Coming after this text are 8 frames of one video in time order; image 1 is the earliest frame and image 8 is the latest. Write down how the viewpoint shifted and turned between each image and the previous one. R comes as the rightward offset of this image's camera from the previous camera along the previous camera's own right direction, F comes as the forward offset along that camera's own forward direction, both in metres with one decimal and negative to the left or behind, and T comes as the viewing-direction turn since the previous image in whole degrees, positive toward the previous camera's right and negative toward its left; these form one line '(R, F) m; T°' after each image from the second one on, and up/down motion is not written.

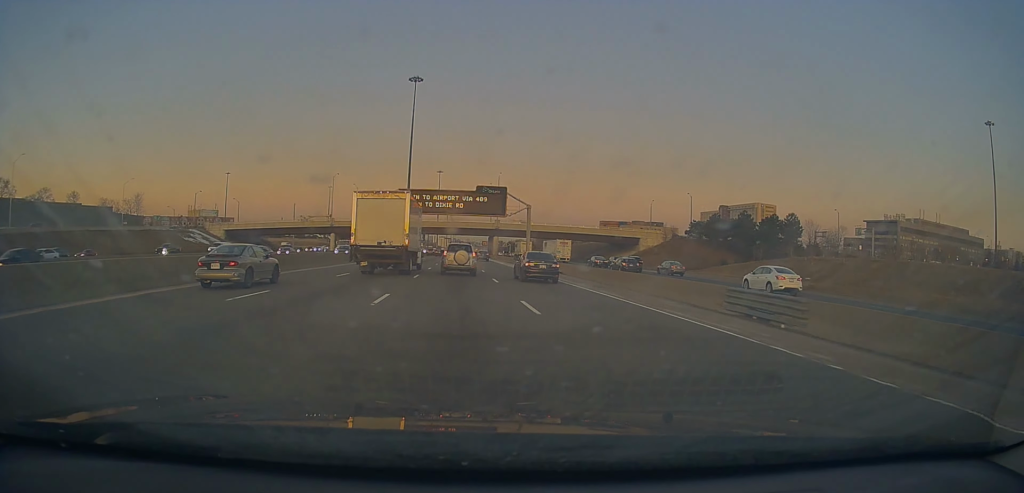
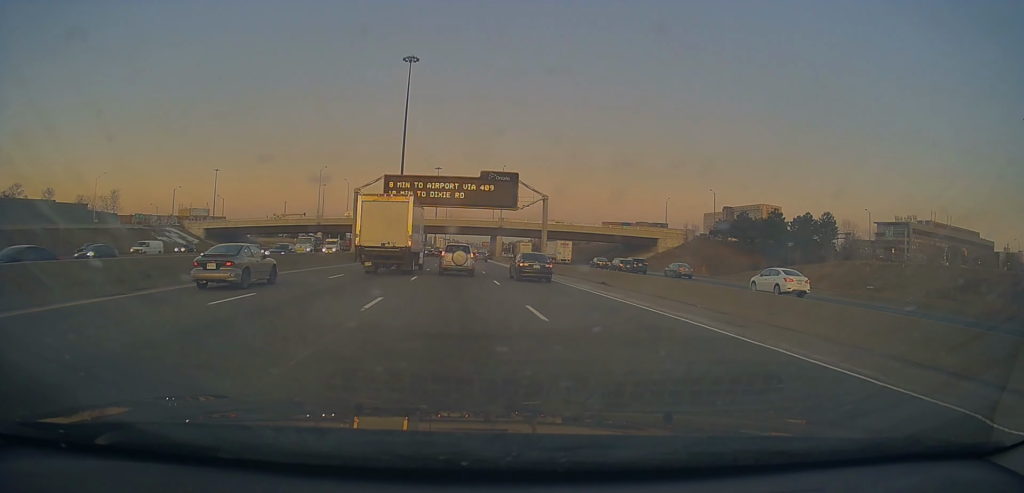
(0.0, +13.4) m; 0°
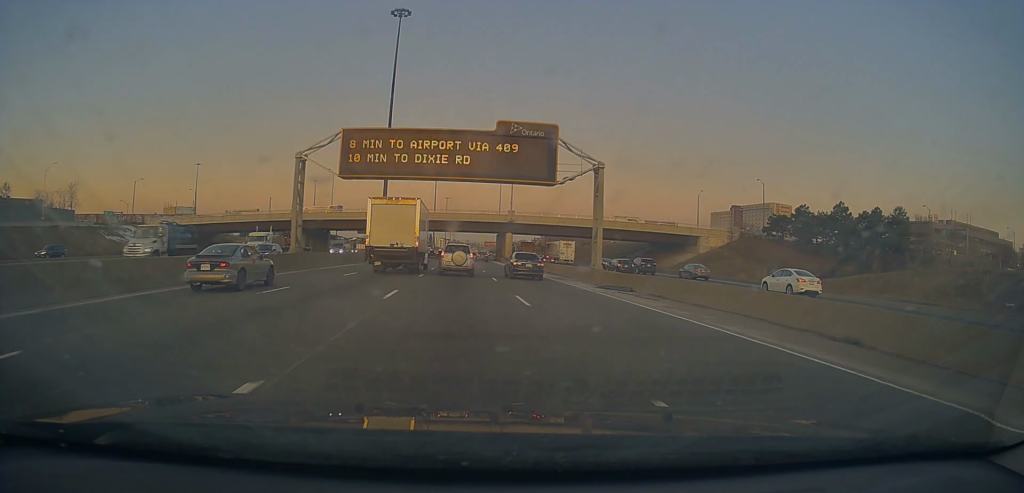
(+0.1, +21.5) m; 0°
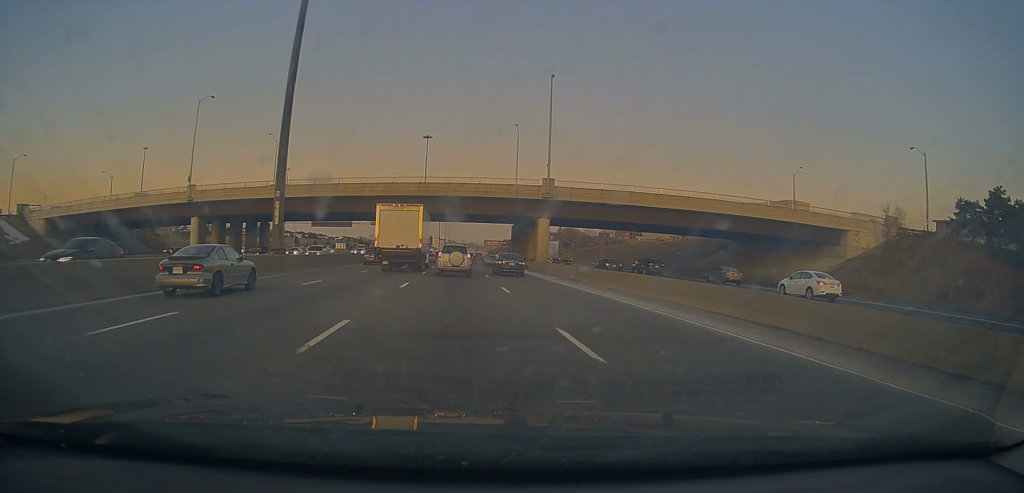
(-0.4, +44.2) m; -1°
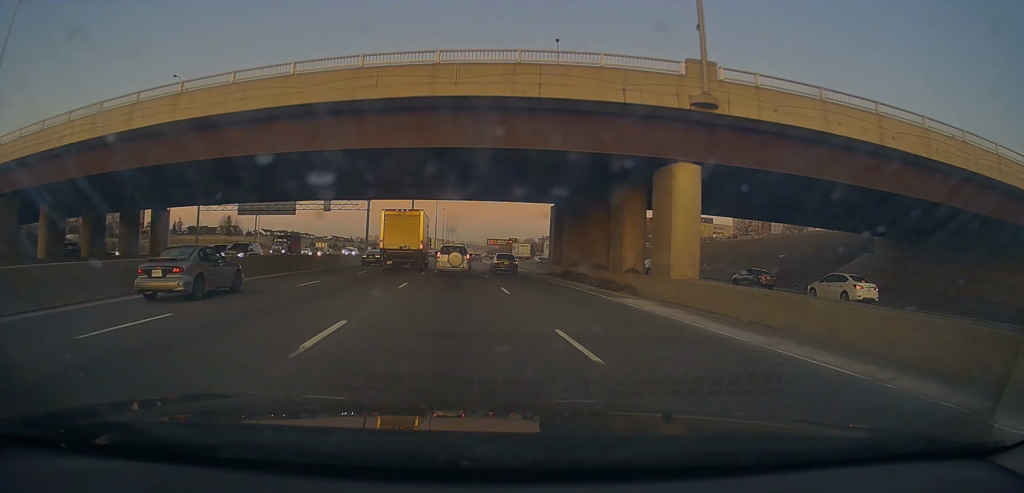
(+0.1, +36.5) m; +1°
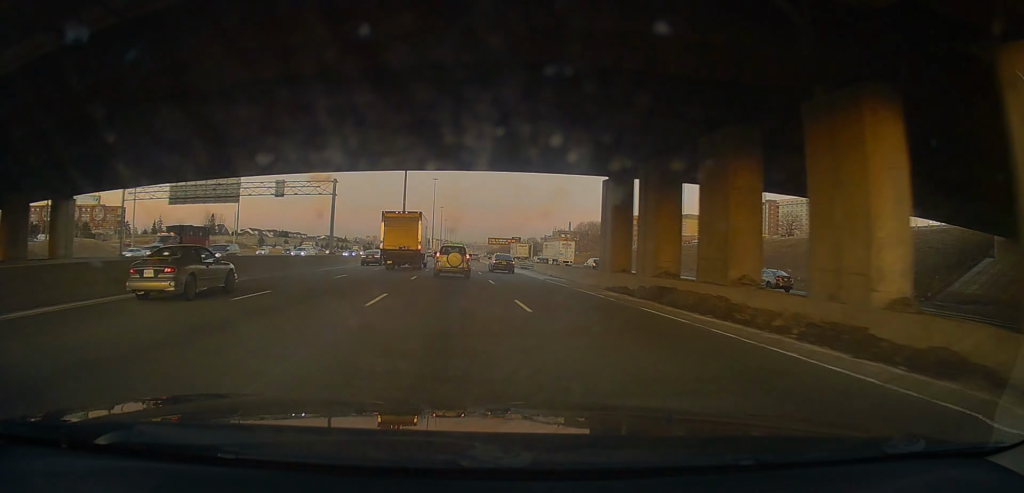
(+0.2, +18.0) m; +2°
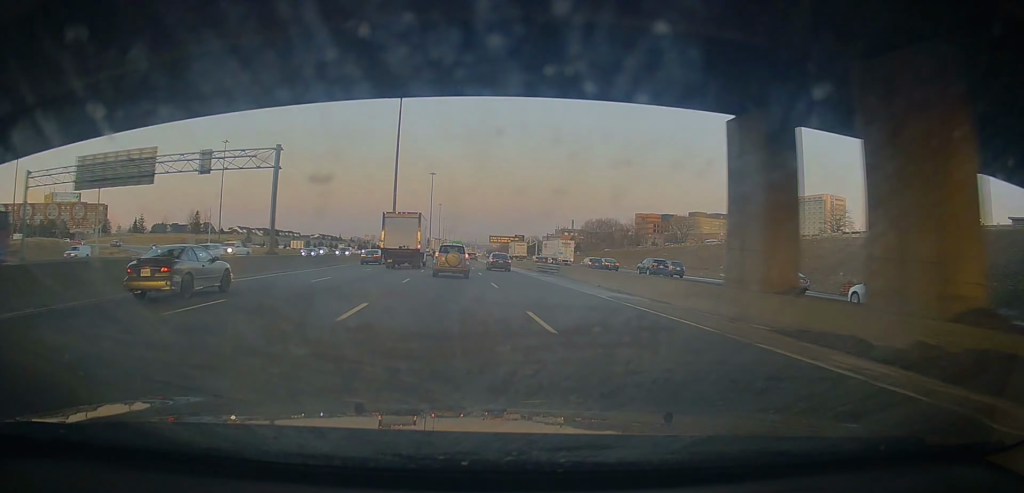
(+0.3, +15.5) m; 0°
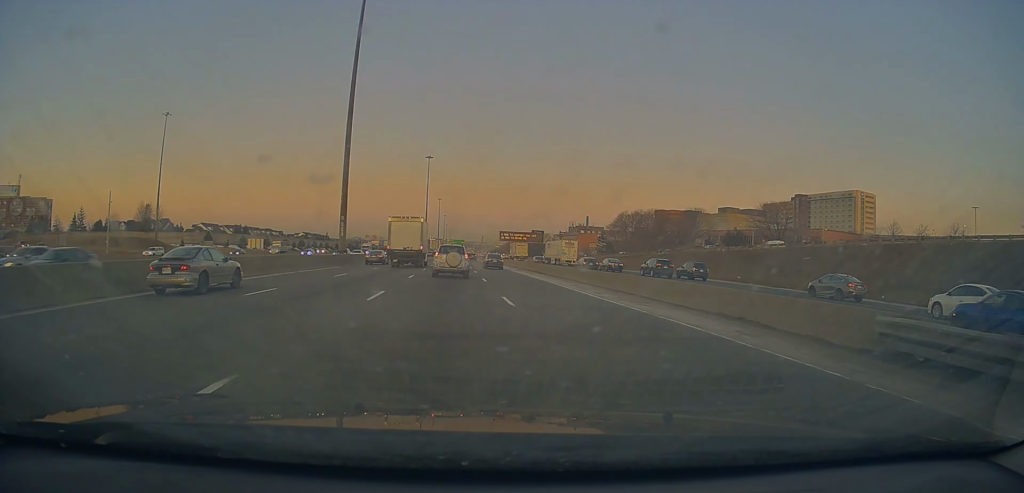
(-1.0, +44.3) m; -2°
